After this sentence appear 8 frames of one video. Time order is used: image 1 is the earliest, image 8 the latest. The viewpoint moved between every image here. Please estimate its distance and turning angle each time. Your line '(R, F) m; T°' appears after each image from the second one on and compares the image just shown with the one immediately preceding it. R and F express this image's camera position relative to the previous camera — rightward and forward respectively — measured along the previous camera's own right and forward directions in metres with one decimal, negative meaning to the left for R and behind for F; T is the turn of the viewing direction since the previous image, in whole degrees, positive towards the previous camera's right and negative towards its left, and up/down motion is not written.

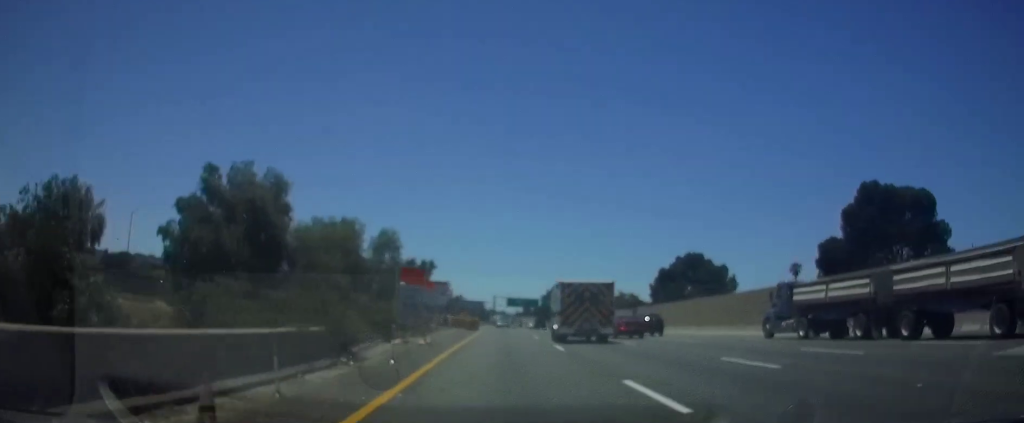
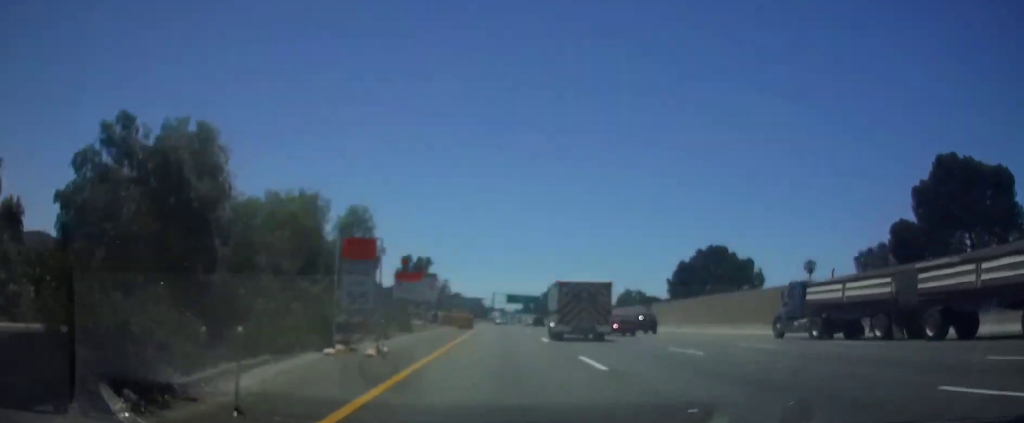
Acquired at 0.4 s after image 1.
(0.0, +9.3) m; 0°
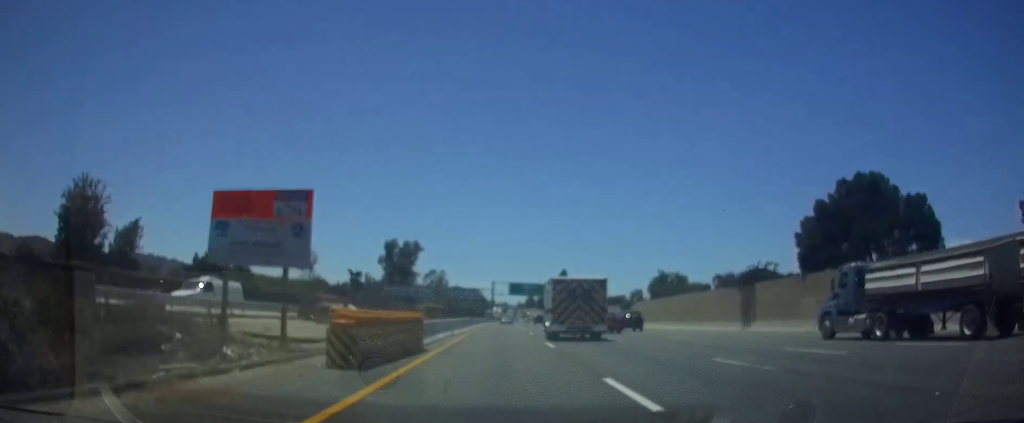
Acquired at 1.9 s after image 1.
(+0.2, +34.3) m; 0°
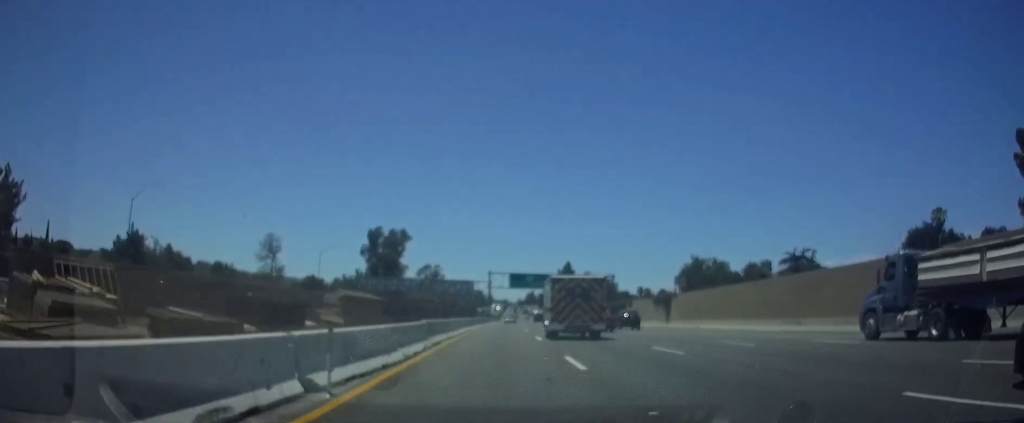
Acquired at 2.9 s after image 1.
(-0.1, +23.7) m; 0°
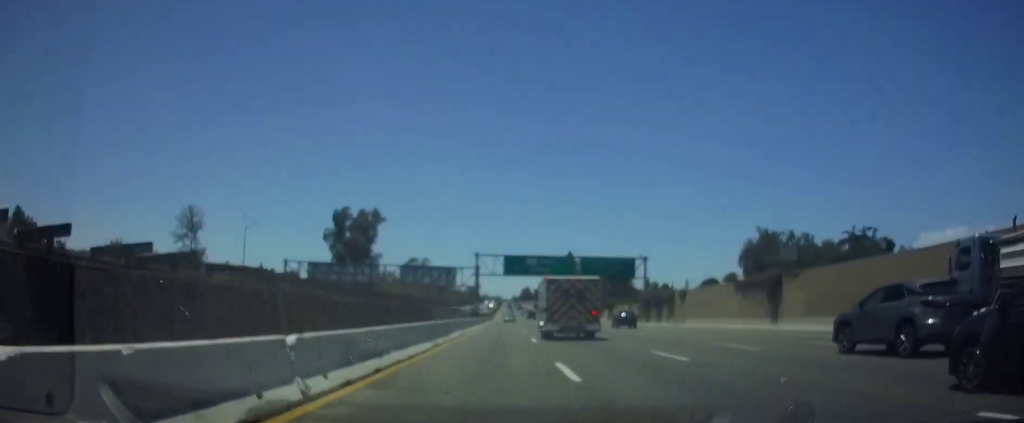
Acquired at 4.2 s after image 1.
(+0.2, +31.1) m; 0°
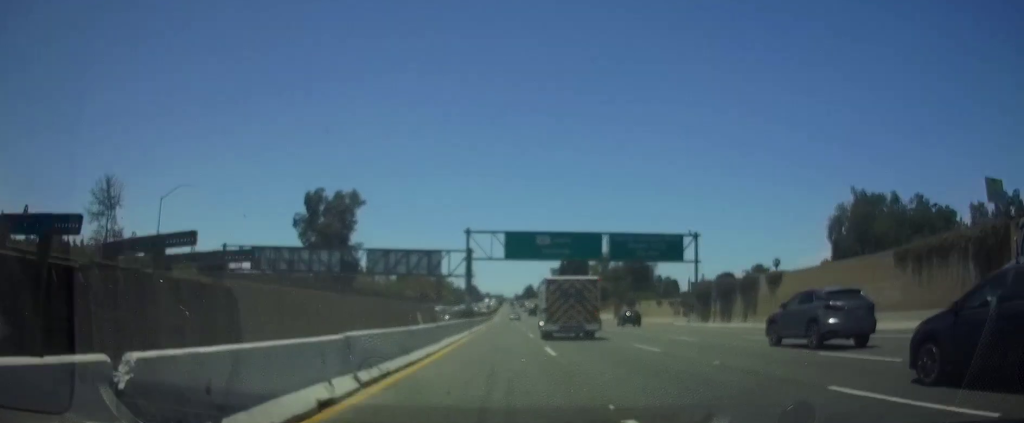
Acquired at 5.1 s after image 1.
(0.0, +22.6) m; 0°
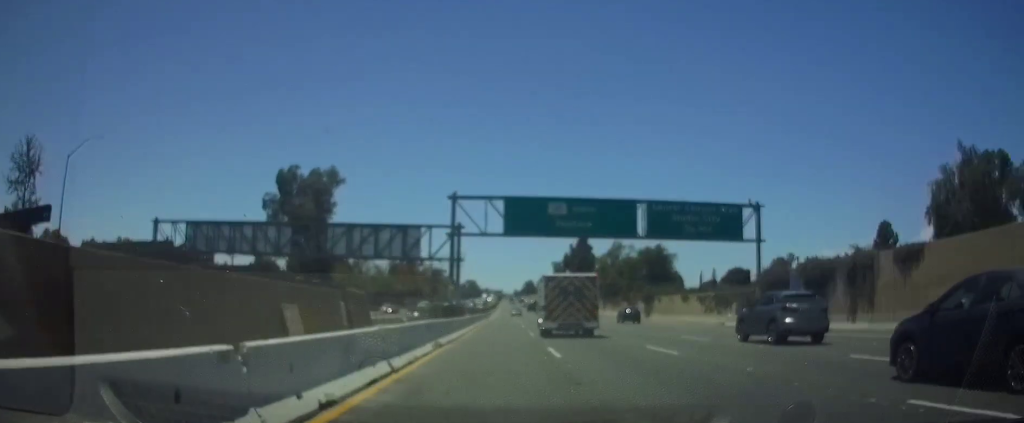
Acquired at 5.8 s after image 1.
(0.0, +16.3) m; 0°
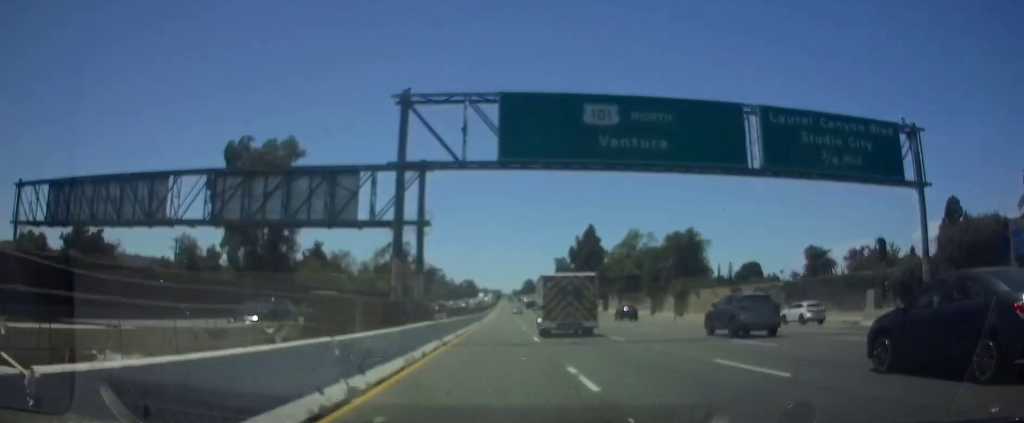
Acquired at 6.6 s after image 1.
(-0.1, +21.4) m; 0°
